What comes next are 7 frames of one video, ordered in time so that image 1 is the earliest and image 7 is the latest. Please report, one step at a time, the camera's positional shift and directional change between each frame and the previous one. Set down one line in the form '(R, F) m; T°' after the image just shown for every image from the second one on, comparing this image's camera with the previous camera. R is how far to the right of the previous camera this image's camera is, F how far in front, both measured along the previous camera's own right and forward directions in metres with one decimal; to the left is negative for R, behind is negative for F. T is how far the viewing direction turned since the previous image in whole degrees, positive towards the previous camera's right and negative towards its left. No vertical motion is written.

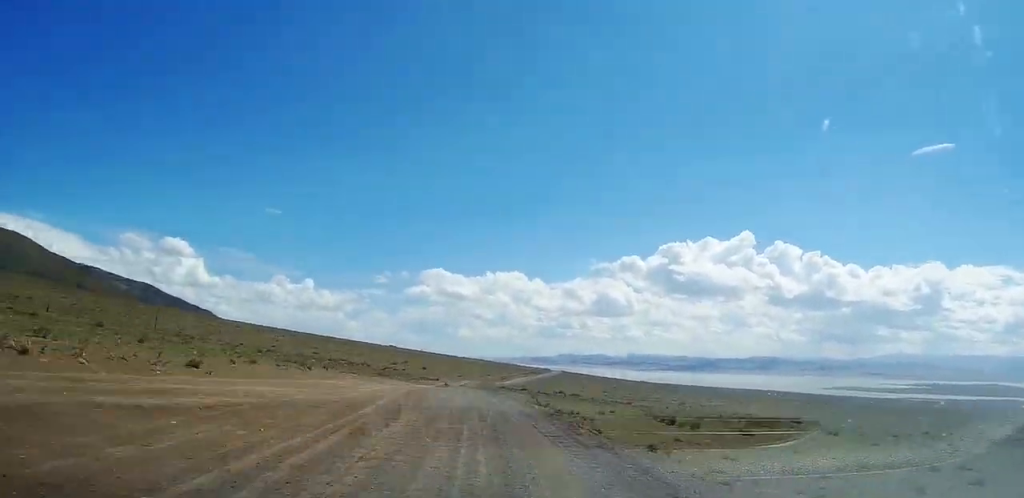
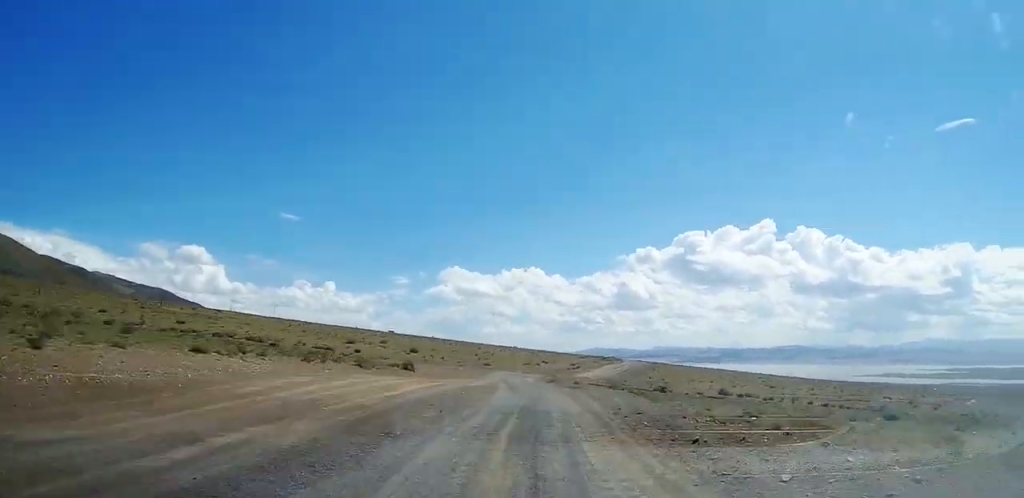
(+2.3, +160.2) m; +7°
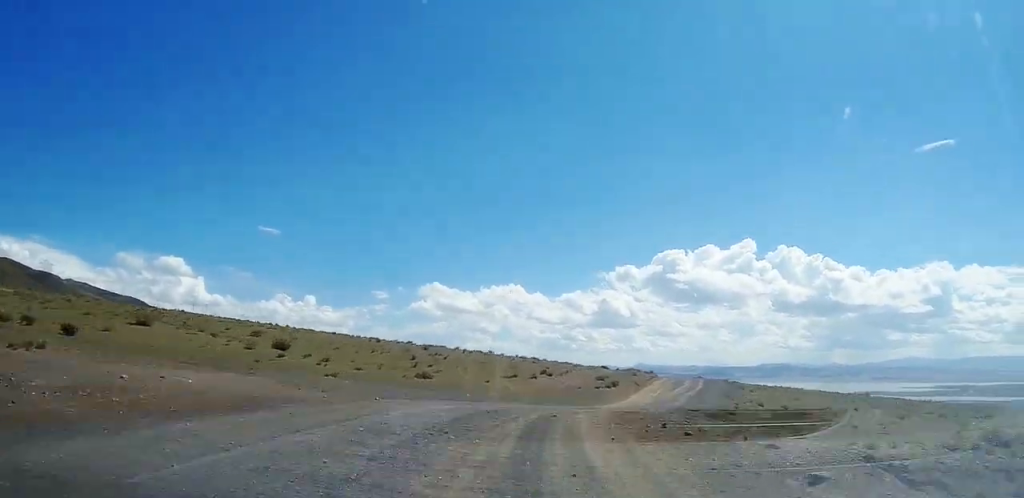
(+3.2, +62.8) m; +6°
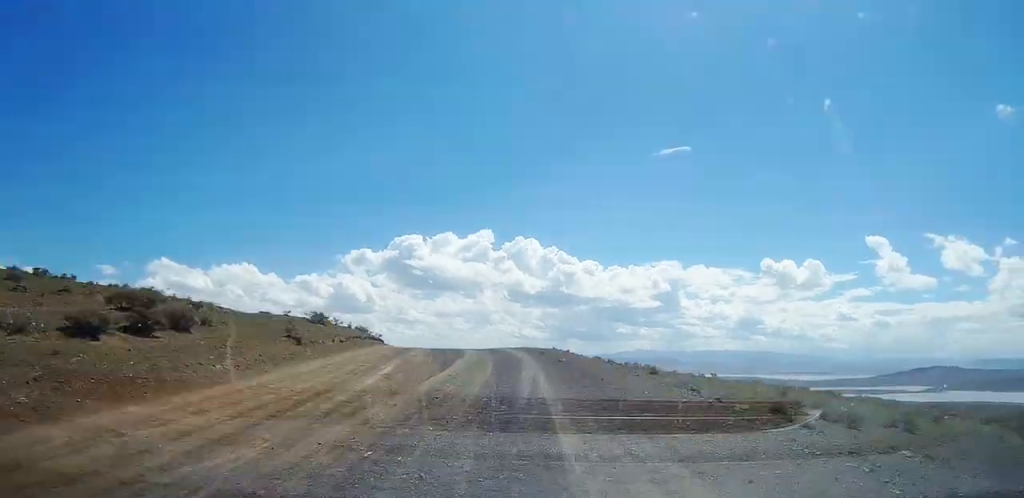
(+3.9, +68.7) m; +1°
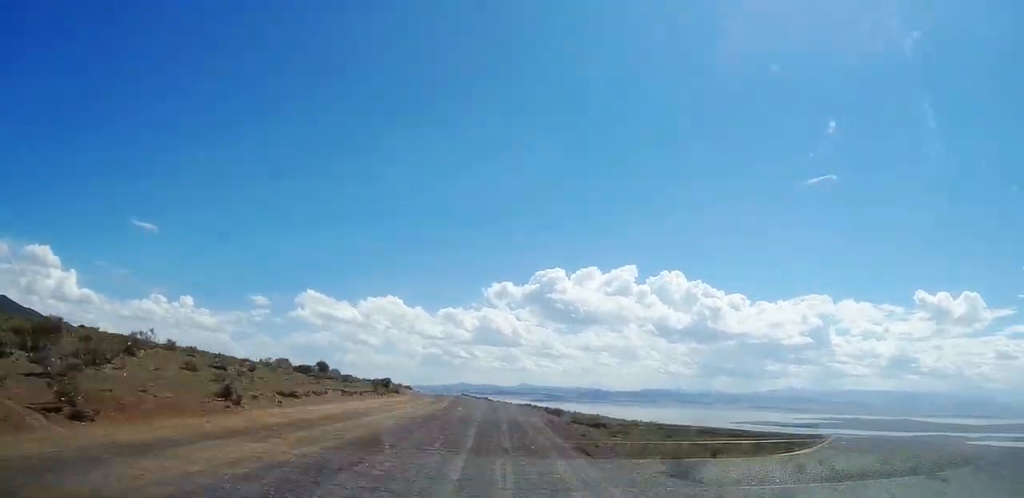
(-7.9, +160.5) m; -7°
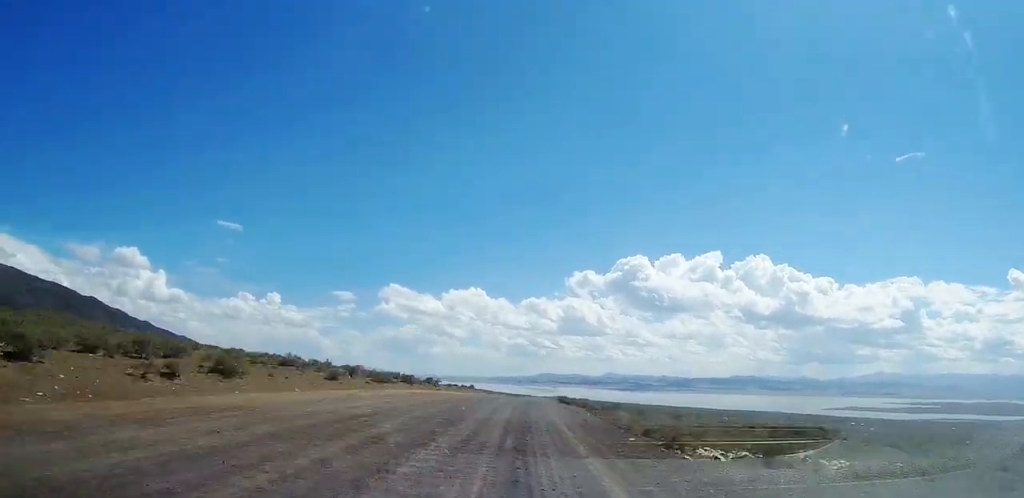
(-2.0, +73.0) m; -3°
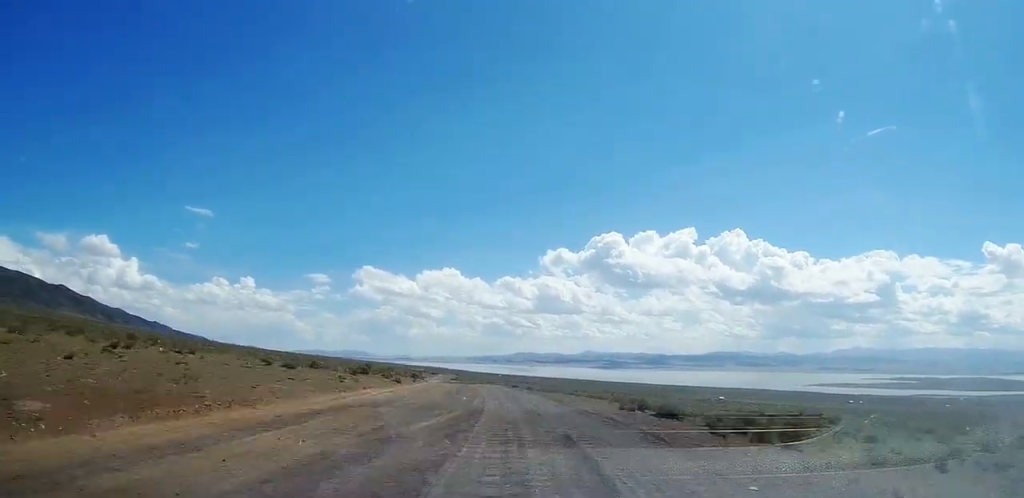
(-1.6, +61.9) m; -3°
